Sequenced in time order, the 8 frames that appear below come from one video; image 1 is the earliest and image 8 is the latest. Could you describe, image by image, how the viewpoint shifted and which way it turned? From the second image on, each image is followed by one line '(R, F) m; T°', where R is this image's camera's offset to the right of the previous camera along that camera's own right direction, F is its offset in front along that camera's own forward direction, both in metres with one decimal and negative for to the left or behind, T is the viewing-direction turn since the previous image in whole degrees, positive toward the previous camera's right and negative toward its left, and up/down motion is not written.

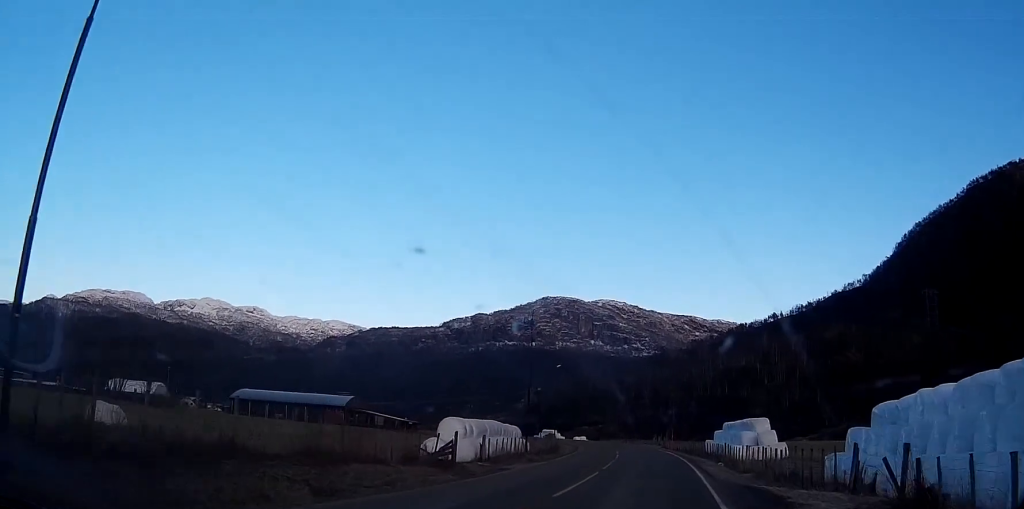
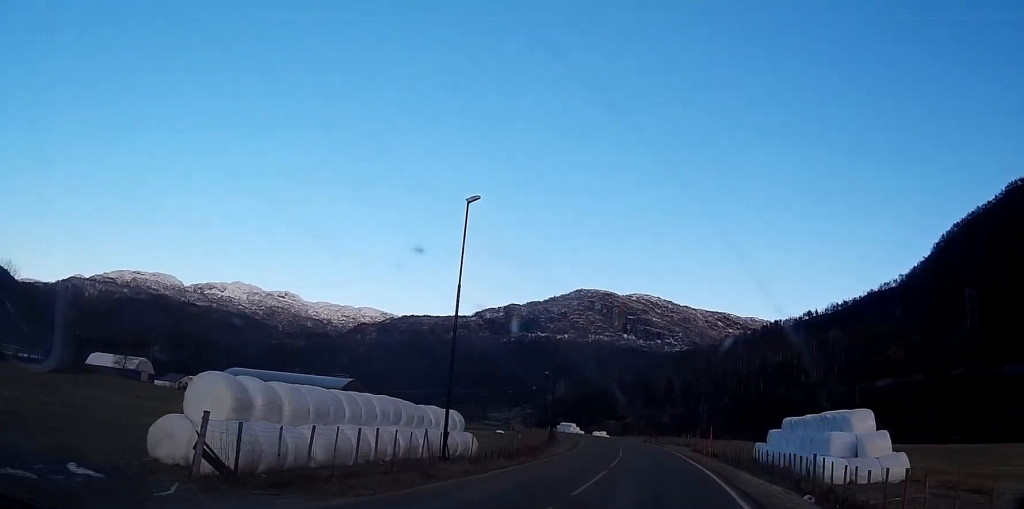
(-0.3, +22.7) m; -1°
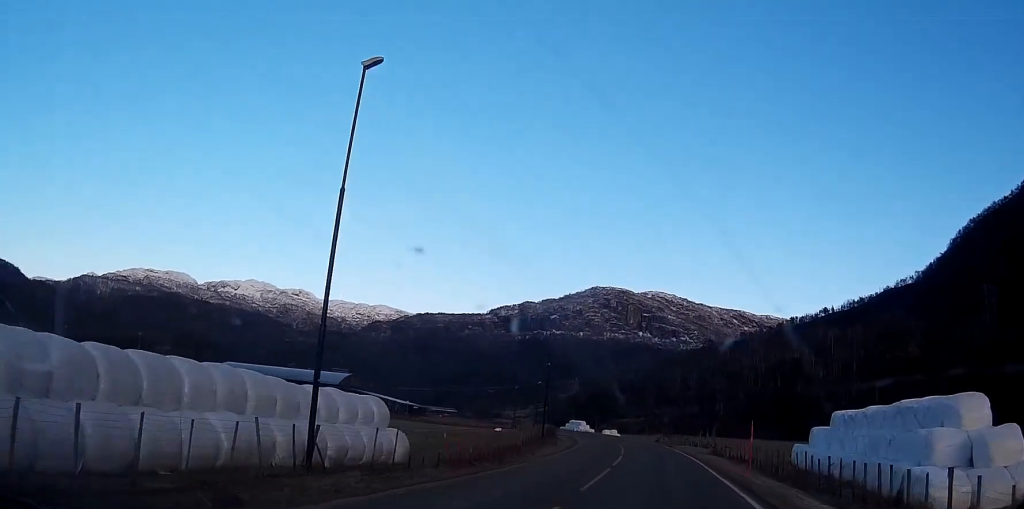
(0.0, +11.2) m; -1°
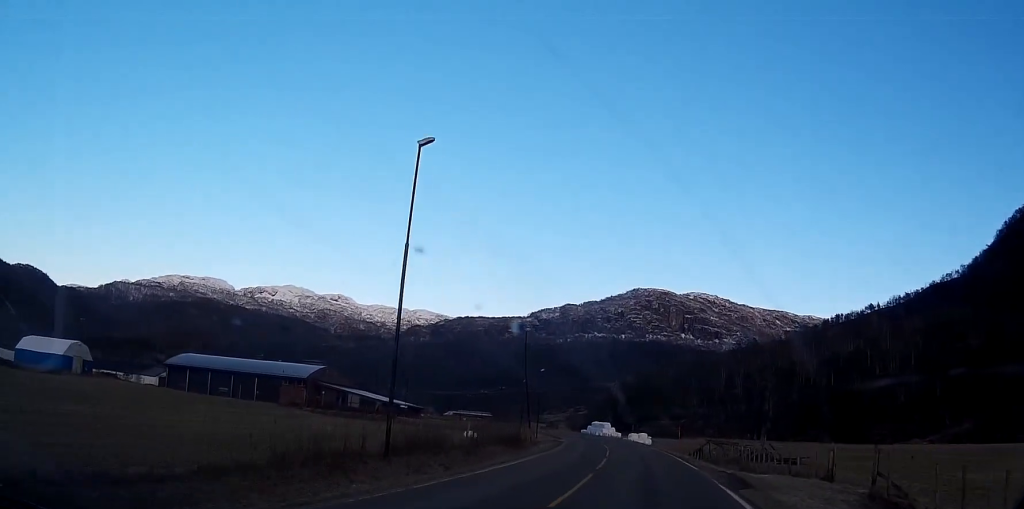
(-1.6, +36.1) m; -5°
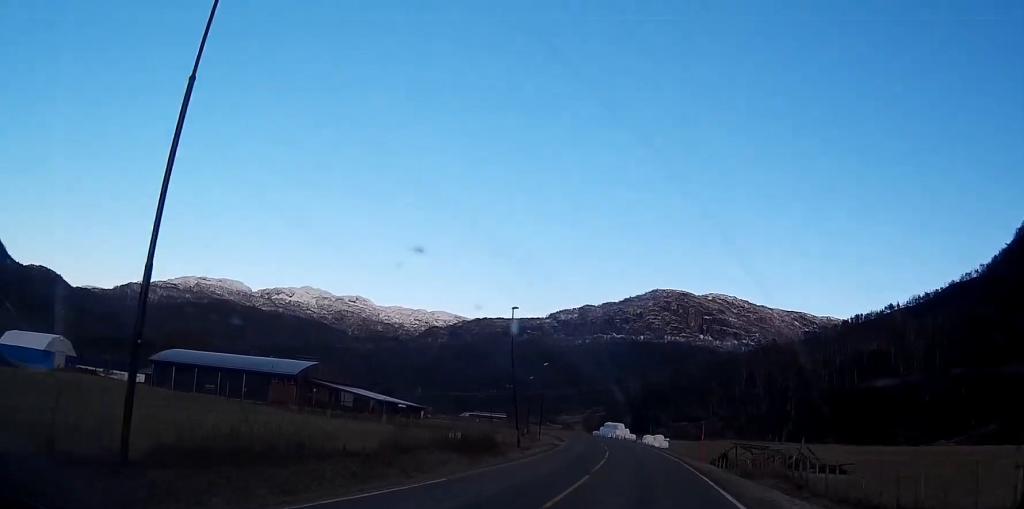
(0.0, +11.5) m; -1°
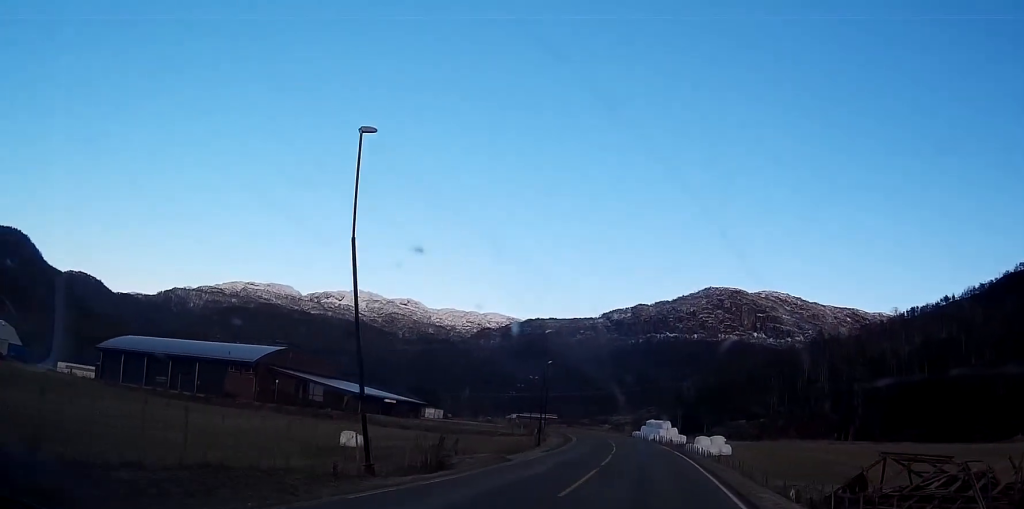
(-1.2, +32.1) m; -3°
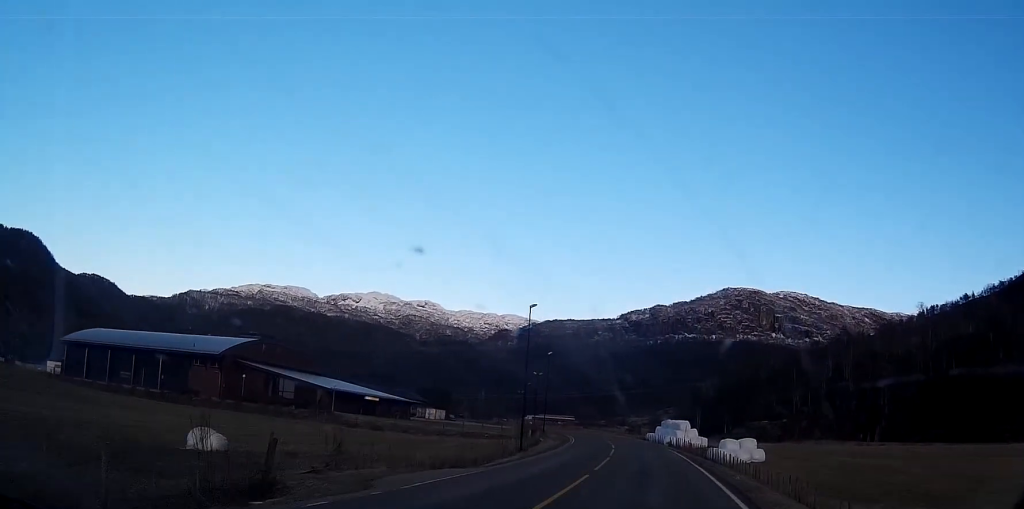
(-0.1, +14.4) m; -1°
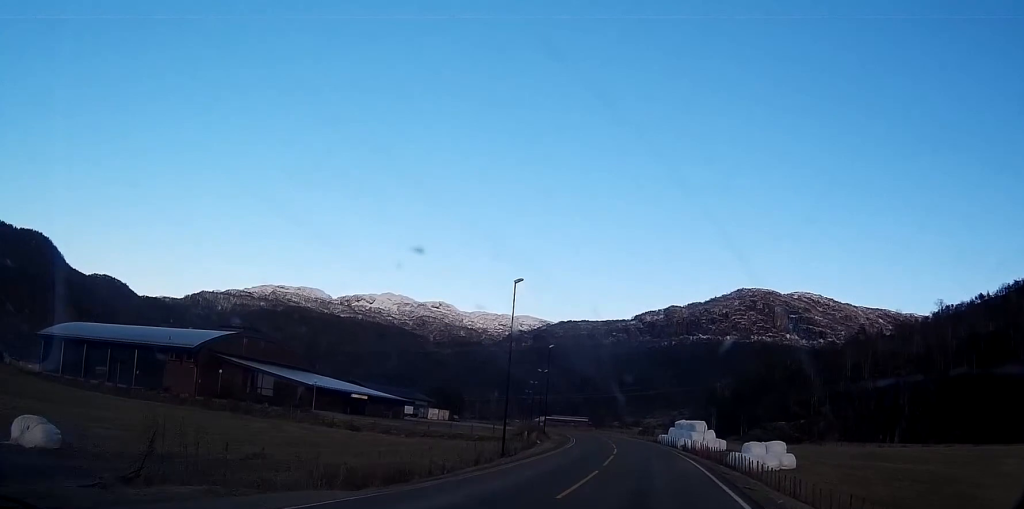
(0.0, +9.2) m; -1°
